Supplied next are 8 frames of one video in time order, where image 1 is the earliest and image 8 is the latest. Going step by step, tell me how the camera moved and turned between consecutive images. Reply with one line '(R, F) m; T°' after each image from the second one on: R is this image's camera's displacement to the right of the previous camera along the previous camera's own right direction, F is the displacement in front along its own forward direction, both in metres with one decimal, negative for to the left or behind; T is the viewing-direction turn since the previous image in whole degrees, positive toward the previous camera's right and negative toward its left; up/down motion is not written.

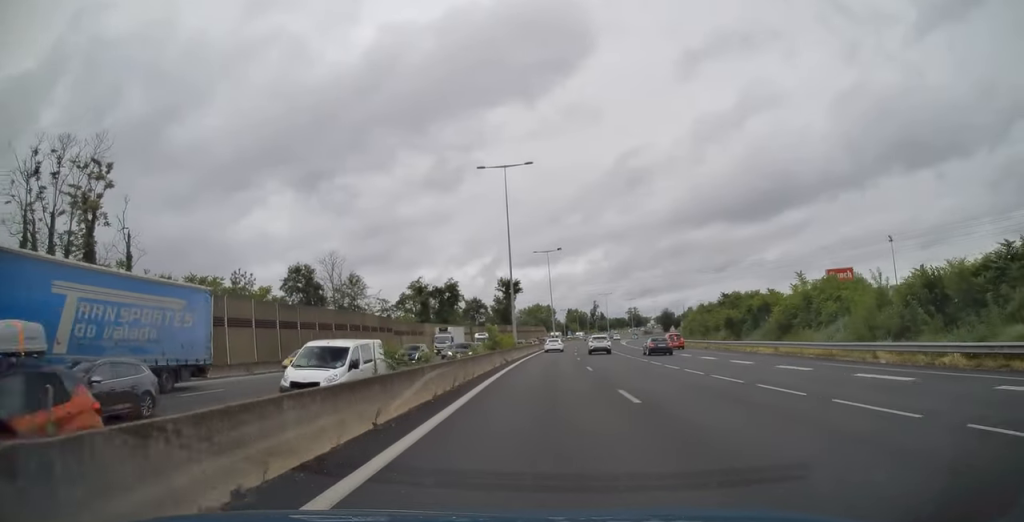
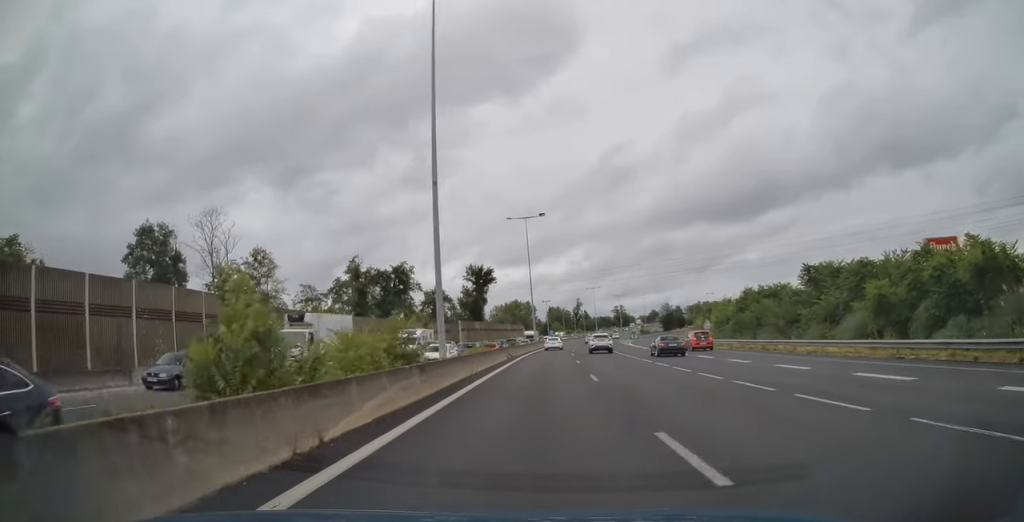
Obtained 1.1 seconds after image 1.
(+0.6, +33.2) m; +2°
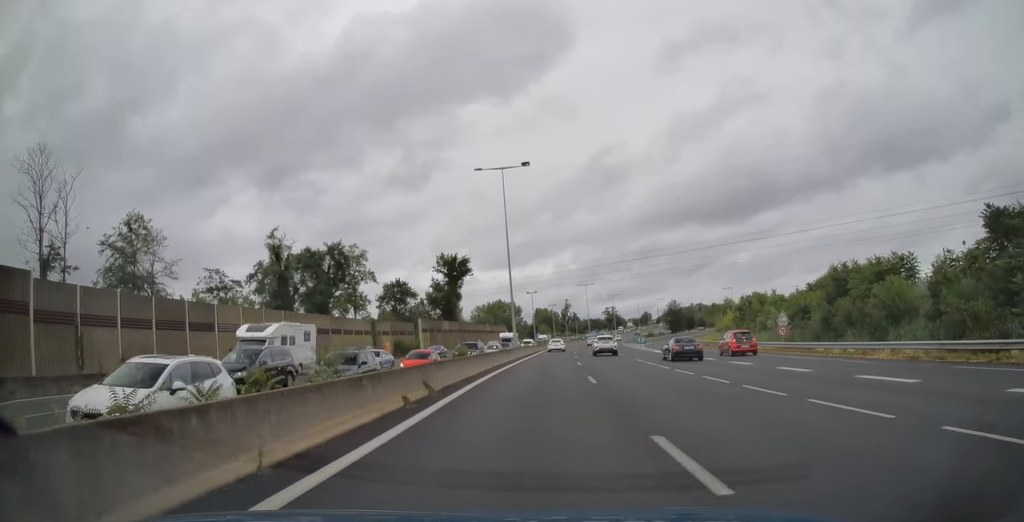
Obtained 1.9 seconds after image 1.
(+0.2, +26.4) m; +1°
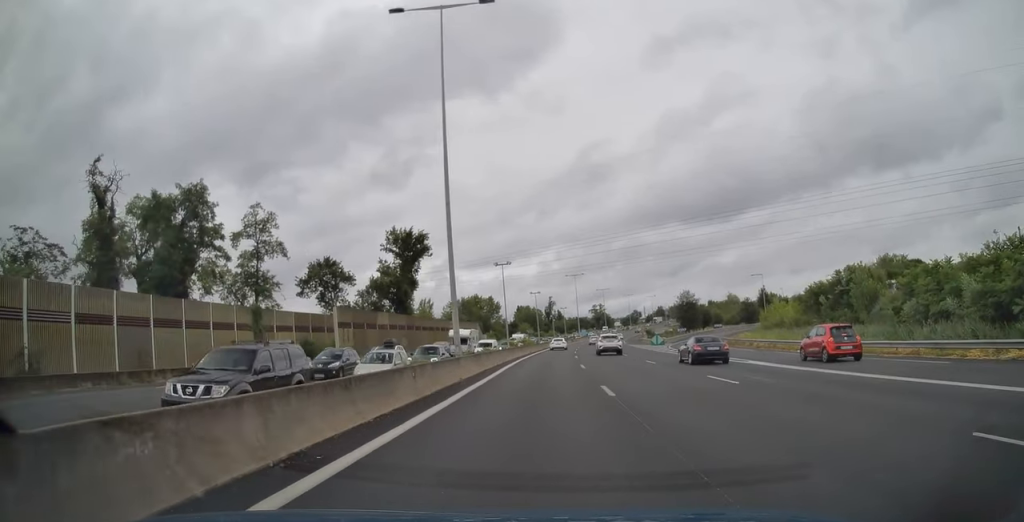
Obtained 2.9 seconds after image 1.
(+0.6, +30.6) m; +2°
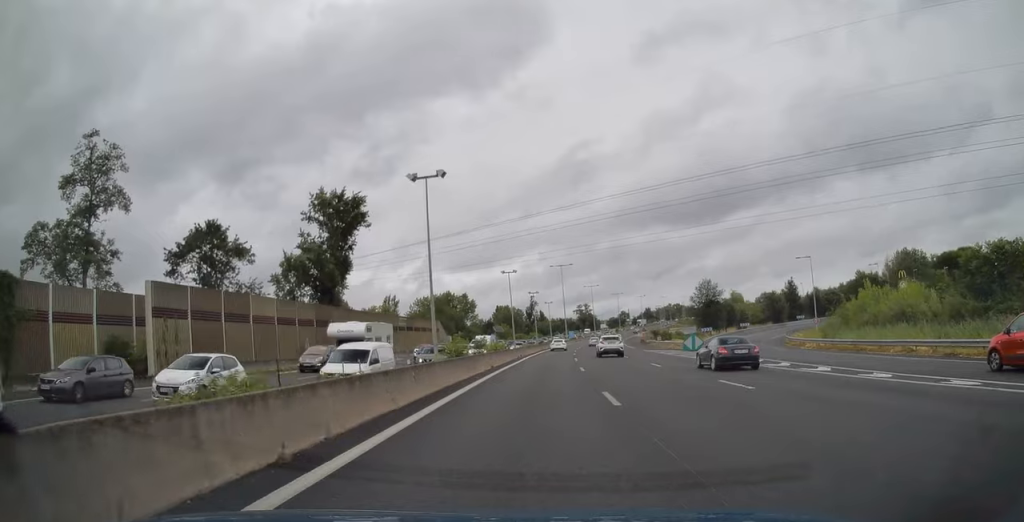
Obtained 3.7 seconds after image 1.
(+0.4, +27.9) m; +1°
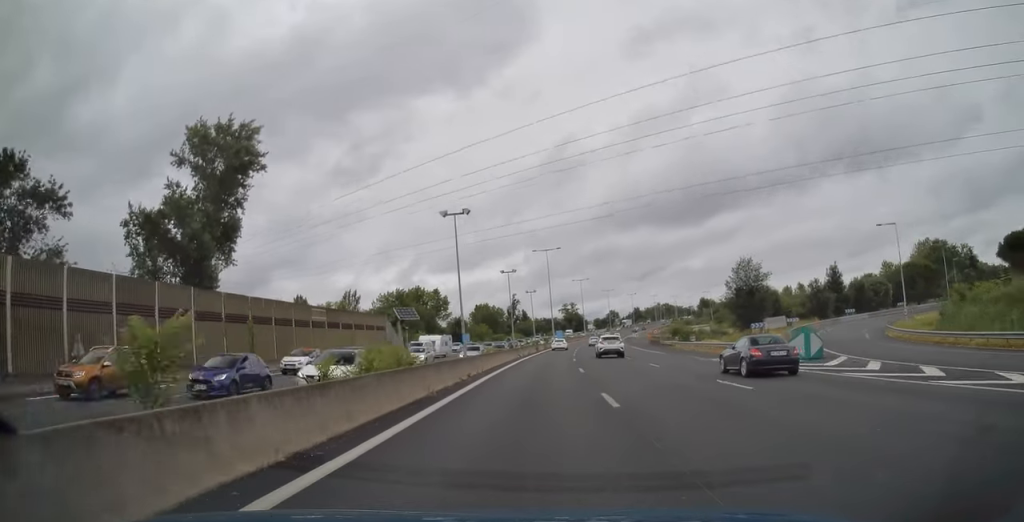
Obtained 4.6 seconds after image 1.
(+0.3, +26.4) m; +1°
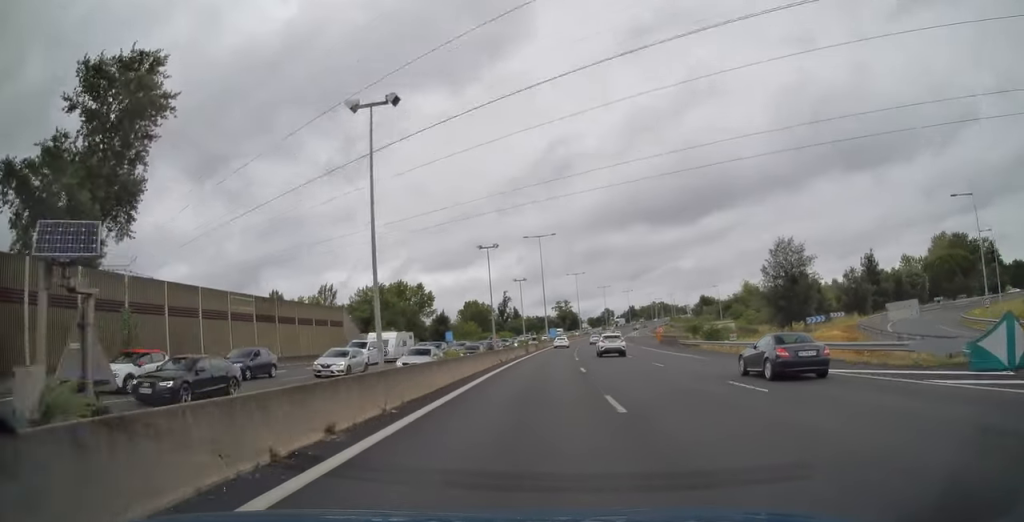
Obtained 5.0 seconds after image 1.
(0.0, +14.3) m; +1°
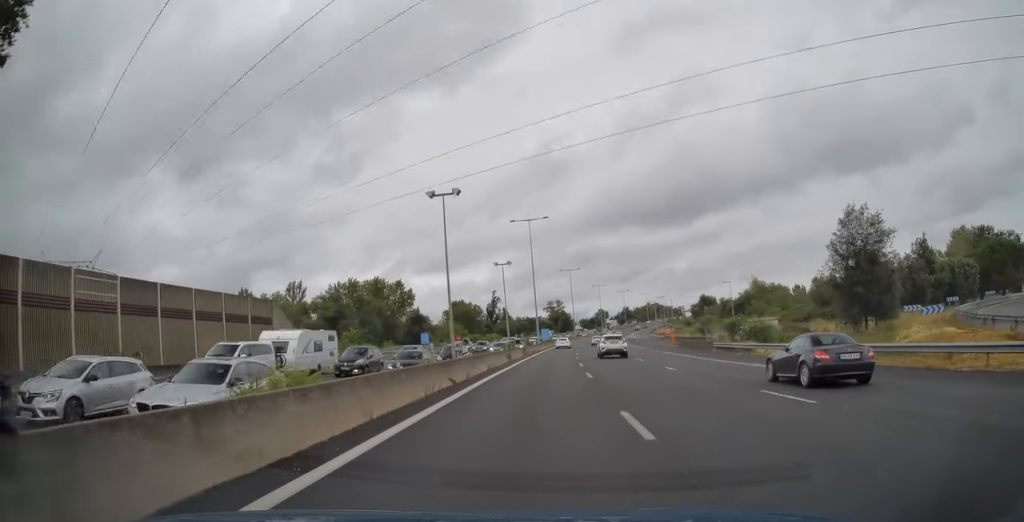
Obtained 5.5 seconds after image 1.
(+0.2, +15.9) m; +1°
